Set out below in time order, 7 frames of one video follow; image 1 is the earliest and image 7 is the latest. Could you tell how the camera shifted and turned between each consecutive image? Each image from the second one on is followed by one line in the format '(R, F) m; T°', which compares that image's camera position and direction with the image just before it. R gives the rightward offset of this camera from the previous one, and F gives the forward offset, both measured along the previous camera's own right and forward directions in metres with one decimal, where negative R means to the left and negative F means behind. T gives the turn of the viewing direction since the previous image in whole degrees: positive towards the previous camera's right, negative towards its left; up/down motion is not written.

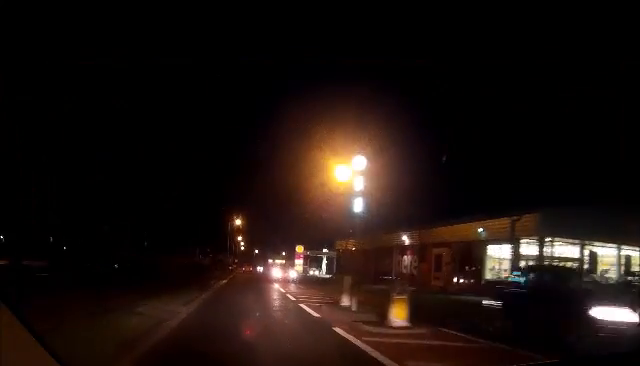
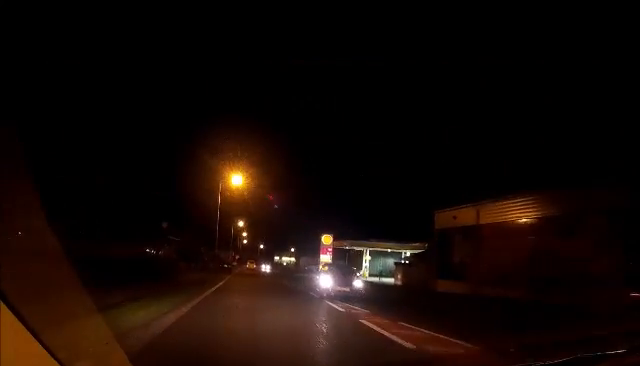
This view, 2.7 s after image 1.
(0.0, +33.7) m; +1°
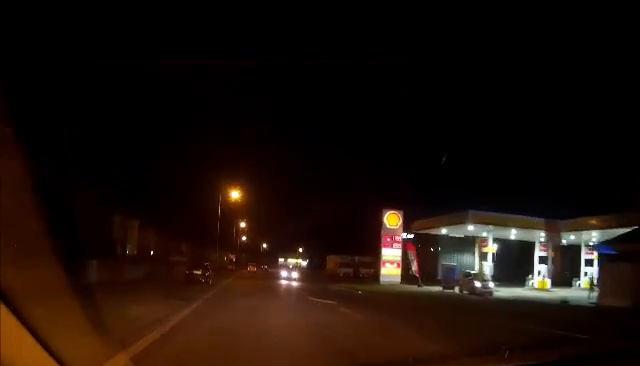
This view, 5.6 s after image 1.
(+0.3, +36.7) m; 0°
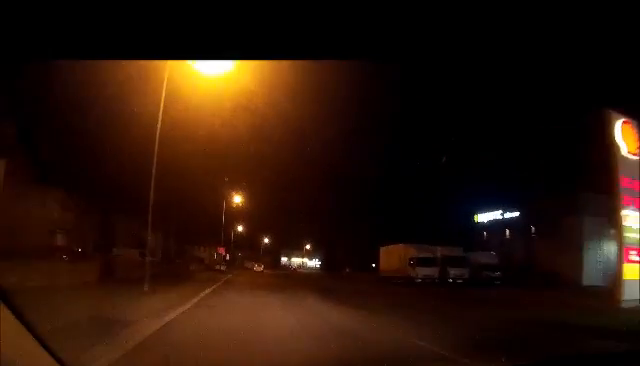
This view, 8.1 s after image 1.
(-0.1, +31.8) m; 0°
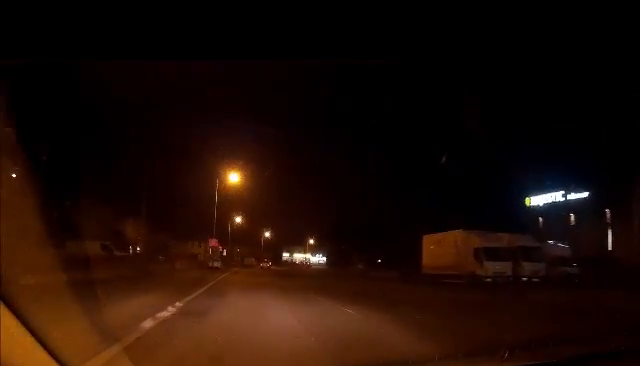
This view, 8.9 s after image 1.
(+0.1, +11.0) m; +1°
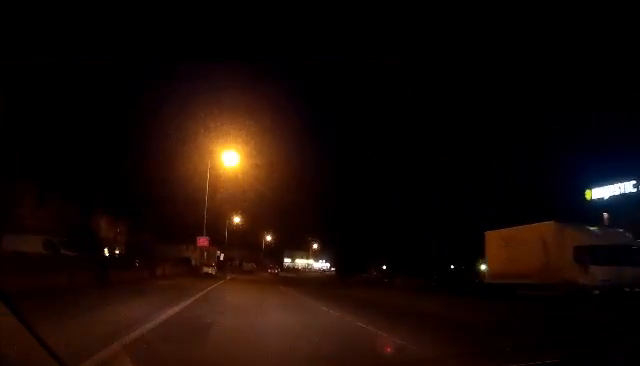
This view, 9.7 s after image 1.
(0.0, +9.6) m; 0°
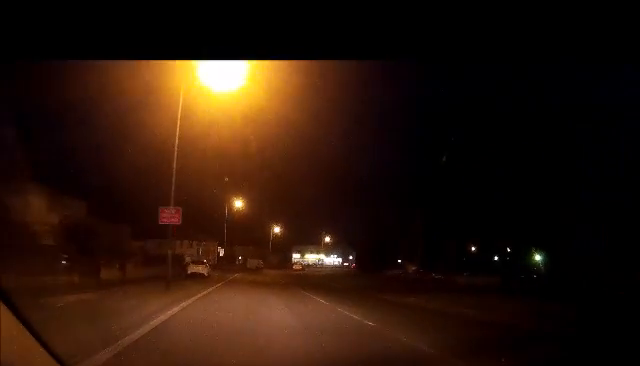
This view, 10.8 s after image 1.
(0.0, +14.5) m; -1°
